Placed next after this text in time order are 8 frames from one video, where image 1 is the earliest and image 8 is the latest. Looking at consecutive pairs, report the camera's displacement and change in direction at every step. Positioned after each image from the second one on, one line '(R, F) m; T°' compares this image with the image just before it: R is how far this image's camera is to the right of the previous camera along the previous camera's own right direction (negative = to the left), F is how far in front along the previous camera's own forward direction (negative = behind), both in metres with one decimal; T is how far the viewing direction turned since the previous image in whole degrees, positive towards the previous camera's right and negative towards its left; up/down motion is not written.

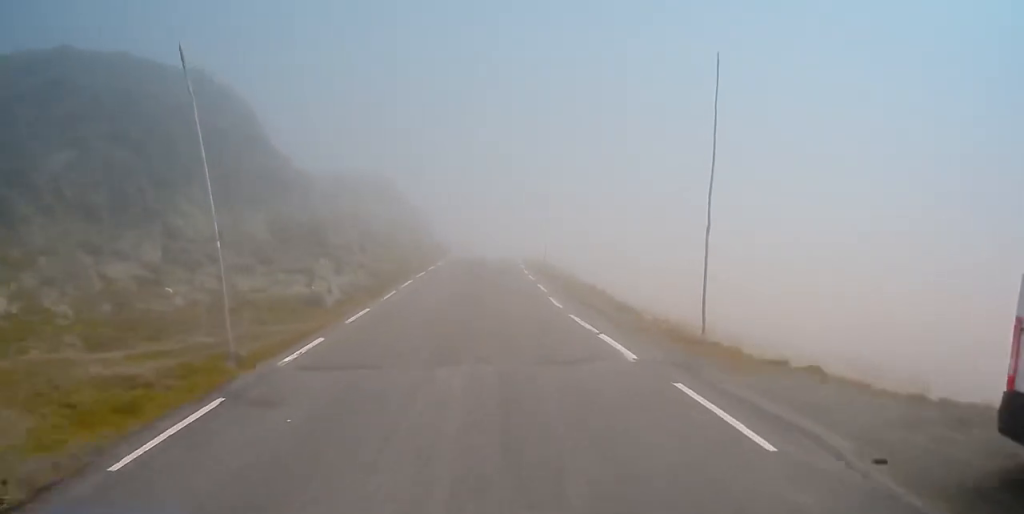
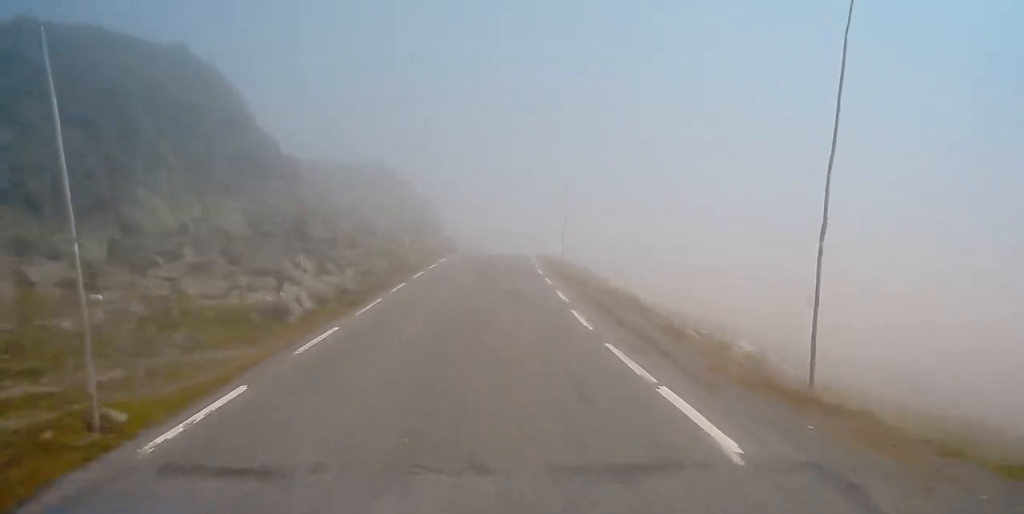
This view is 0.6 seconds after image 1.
(-0.3, +5.8) m; -1°
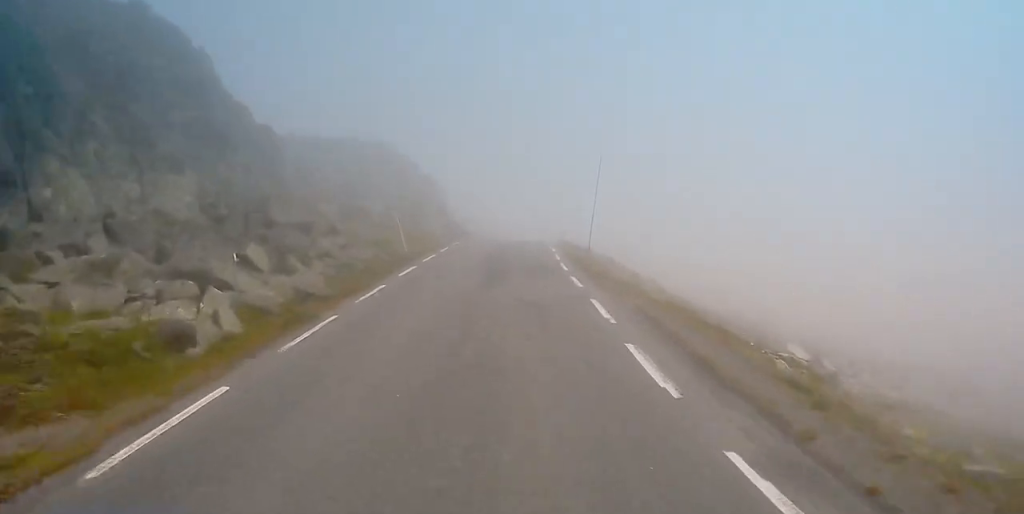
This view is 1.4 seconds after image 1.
(+0.1, +7.9) m; +2°
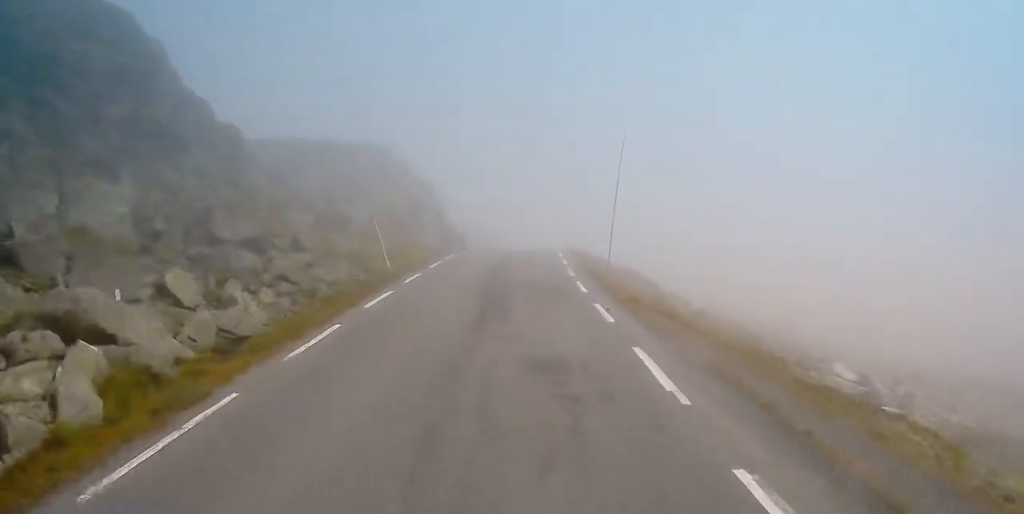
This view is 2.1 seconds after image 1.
(+0.1, +6.3) m; +1°
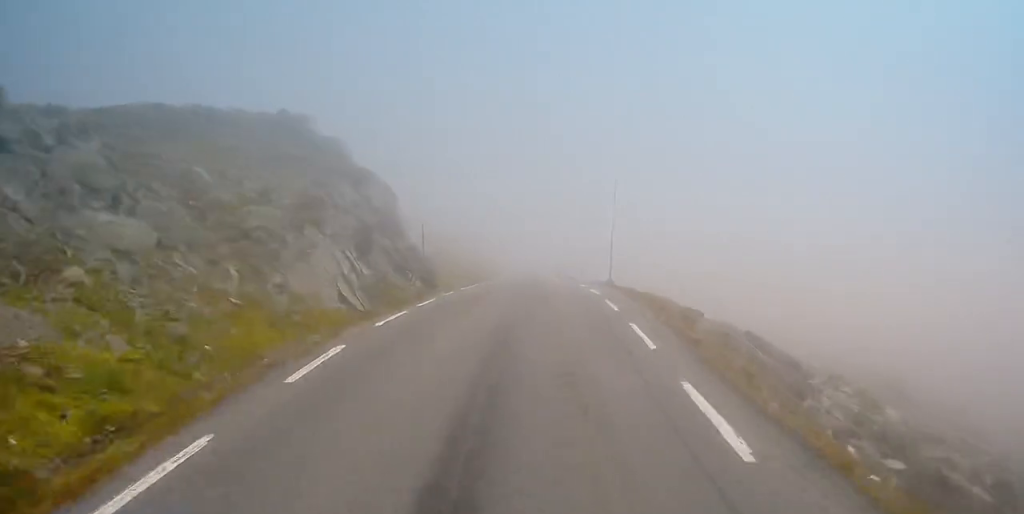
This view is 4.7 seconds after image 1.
(-0.6, +26.2) m; -4°
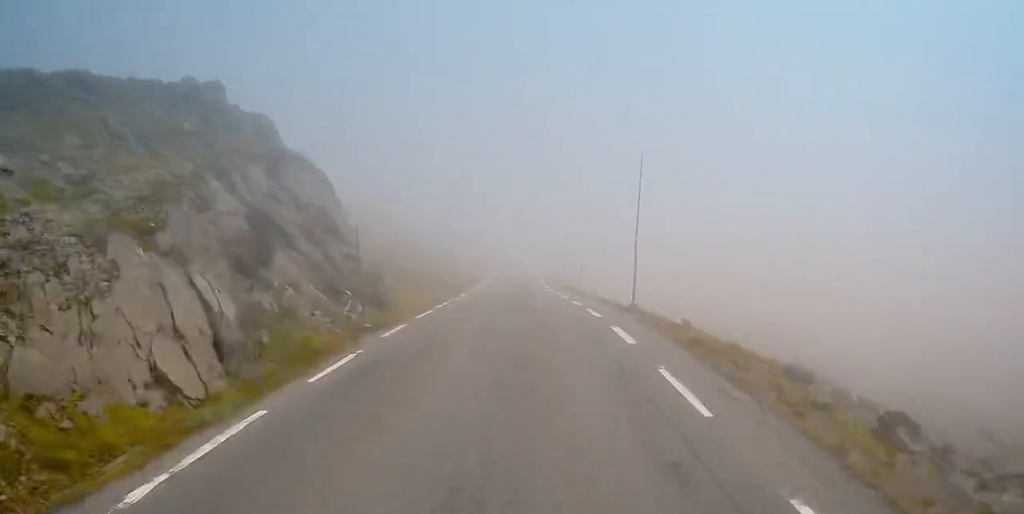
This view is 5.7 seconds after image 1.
(-0.2, +10.9) m; +2°
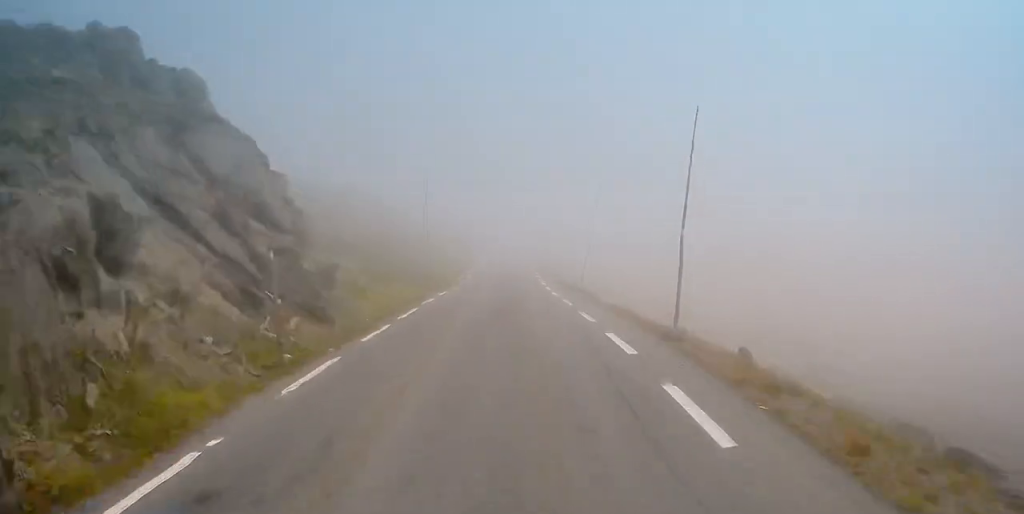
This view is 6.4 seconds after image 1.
(+0.4, +7.6) m; +2°
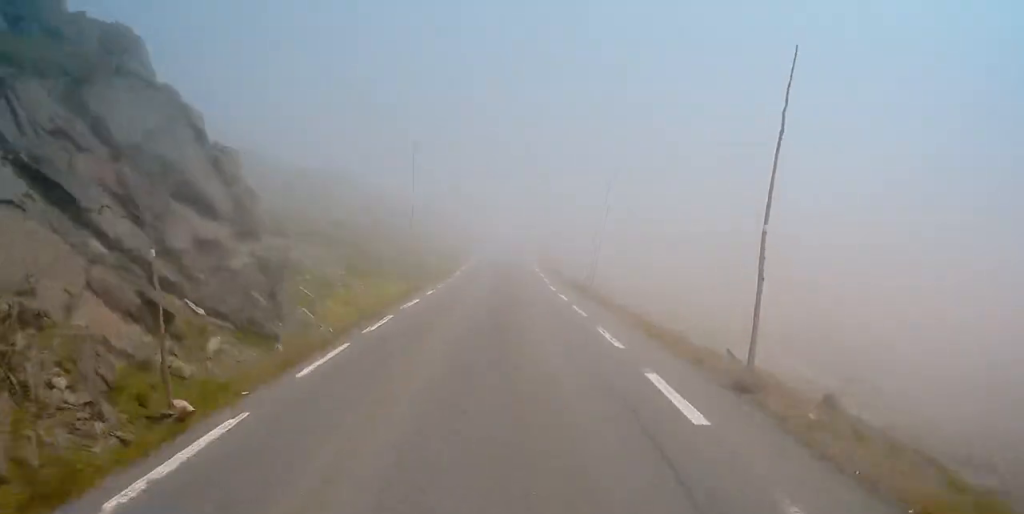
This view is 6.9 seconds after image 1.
(+0.1, +5.3) m; +1°
